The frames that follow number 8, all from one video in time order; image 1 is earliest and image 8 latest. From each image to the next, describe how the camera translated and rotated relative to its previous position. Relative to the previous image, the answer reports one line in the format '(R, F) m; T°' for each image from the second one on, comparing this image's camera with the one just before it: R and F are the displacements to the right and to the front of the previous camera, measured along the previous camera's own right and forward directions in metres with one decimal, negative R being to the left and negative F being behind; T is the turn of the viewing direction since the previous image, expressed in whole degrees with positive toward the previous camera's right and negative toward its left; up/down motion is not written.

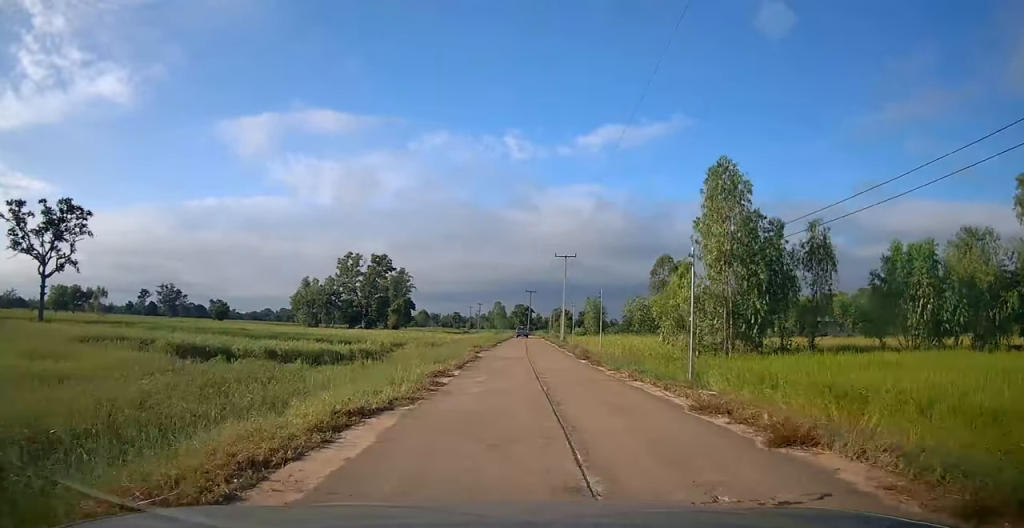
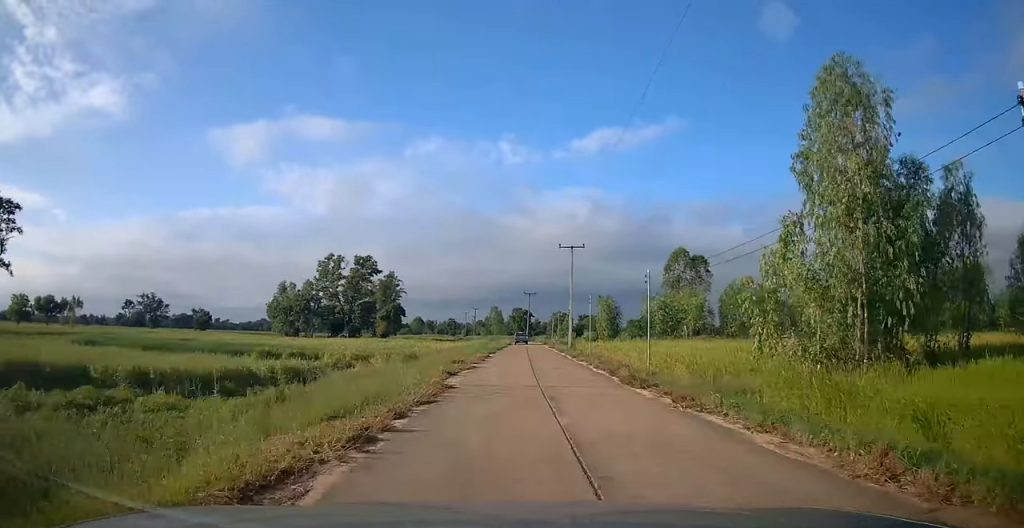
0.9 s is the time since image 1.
(0.0, +10.7) m; +3°
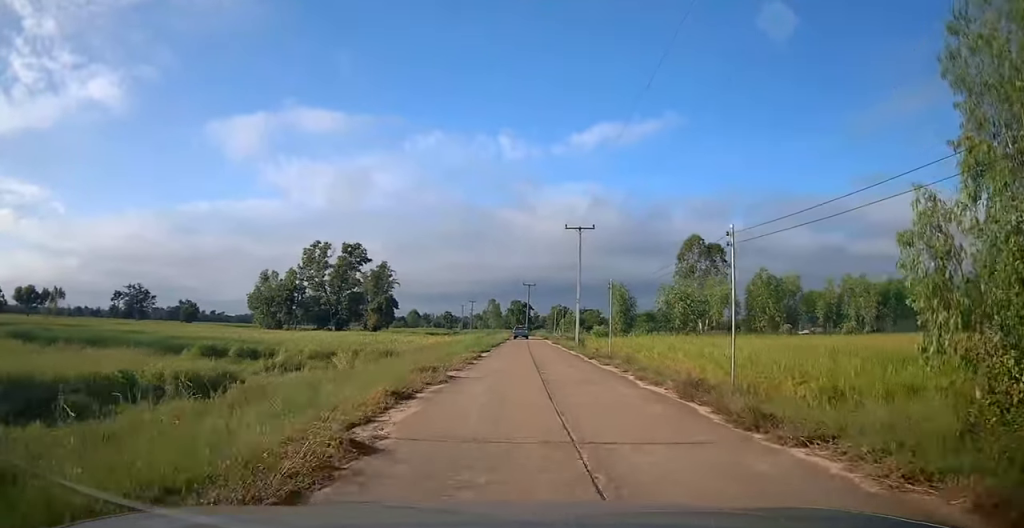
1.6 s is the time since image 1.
(+0.3, +7.4) m; +1°
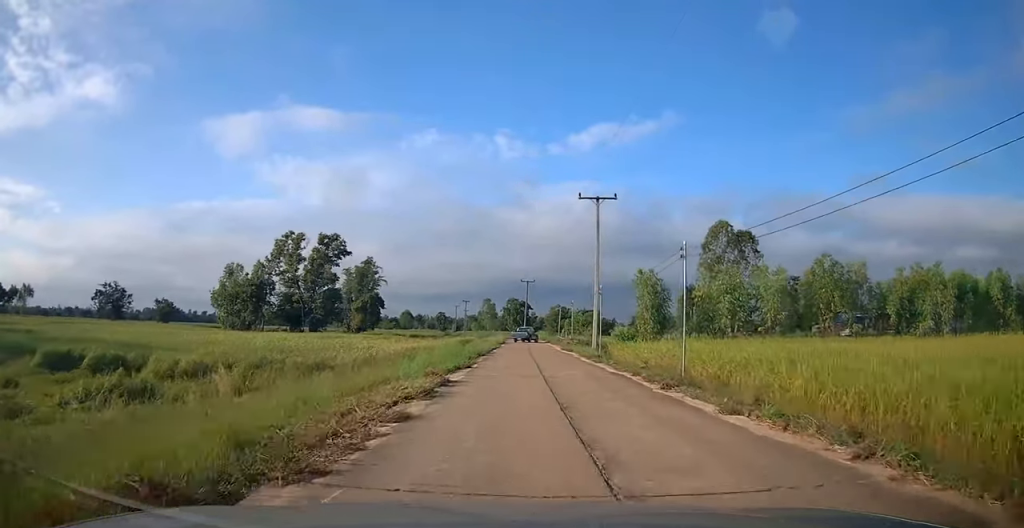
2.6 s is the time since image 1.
(0.0, +11.9) m; -1°
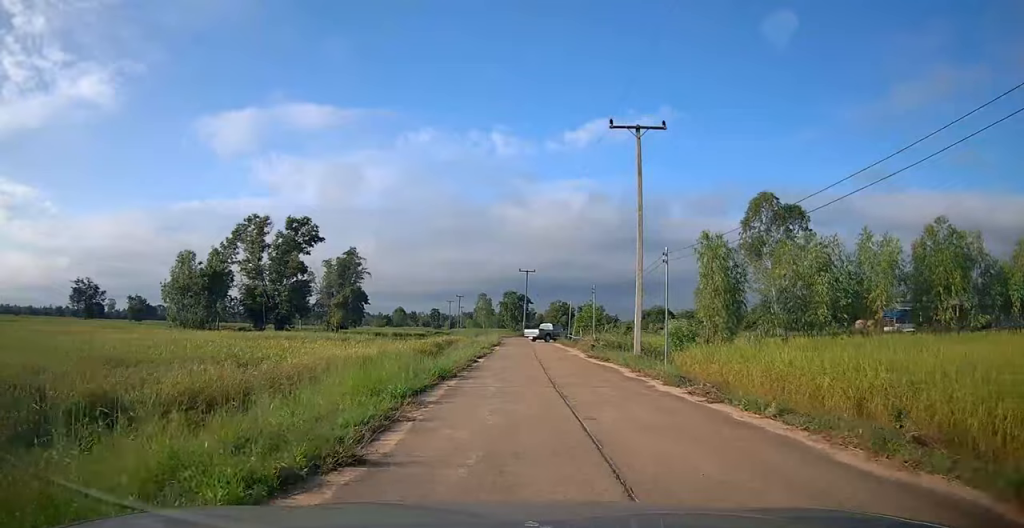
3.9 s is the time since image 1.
(-0.2, +13.9) m; +1°
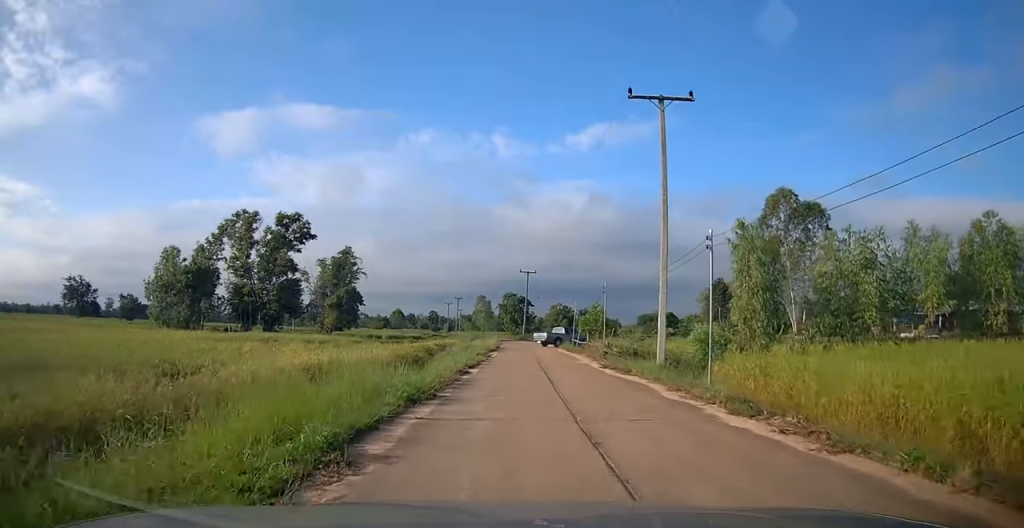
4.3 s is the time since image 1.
(+0.1, +4.2) m; 0°
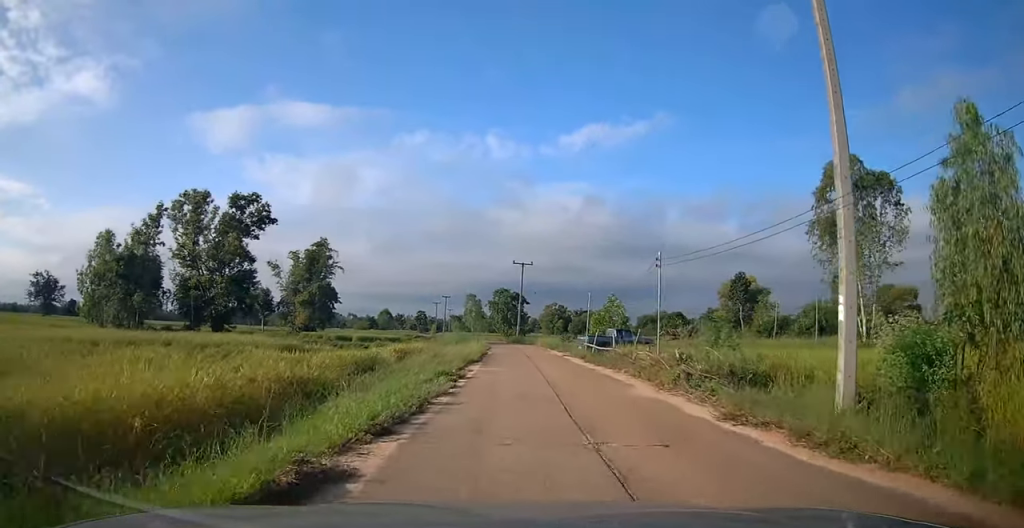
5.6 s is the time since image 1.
(-0.3, +12.2) m; -1°
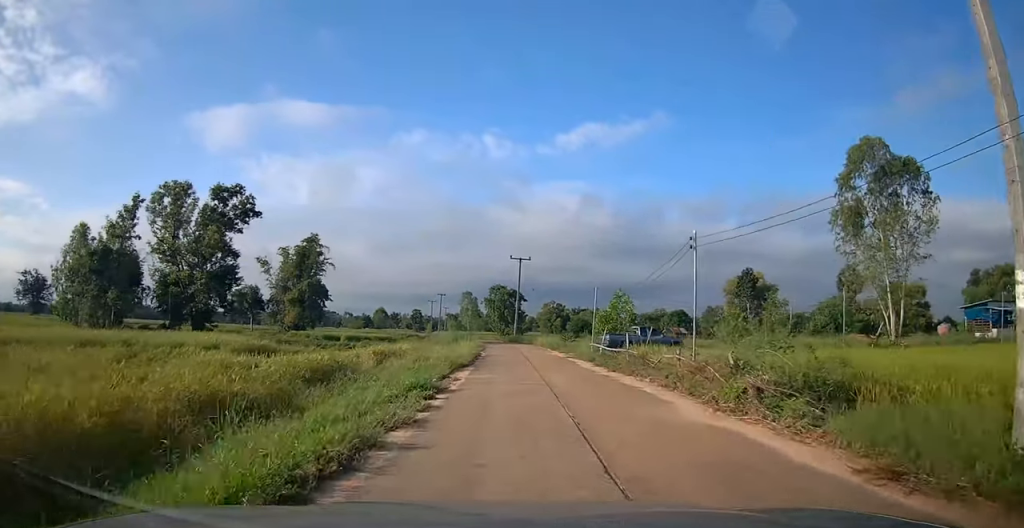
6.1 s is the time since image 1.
(-0.3, +3.7) m; 0°
